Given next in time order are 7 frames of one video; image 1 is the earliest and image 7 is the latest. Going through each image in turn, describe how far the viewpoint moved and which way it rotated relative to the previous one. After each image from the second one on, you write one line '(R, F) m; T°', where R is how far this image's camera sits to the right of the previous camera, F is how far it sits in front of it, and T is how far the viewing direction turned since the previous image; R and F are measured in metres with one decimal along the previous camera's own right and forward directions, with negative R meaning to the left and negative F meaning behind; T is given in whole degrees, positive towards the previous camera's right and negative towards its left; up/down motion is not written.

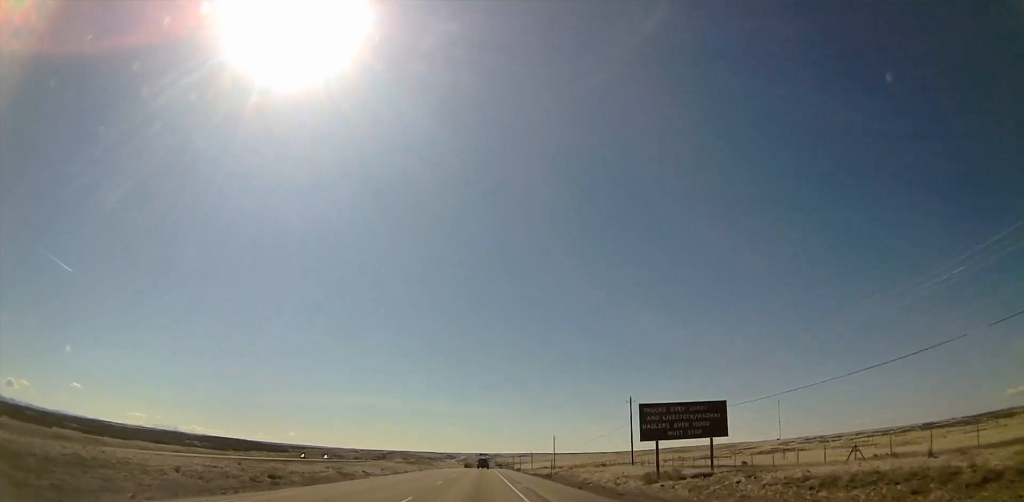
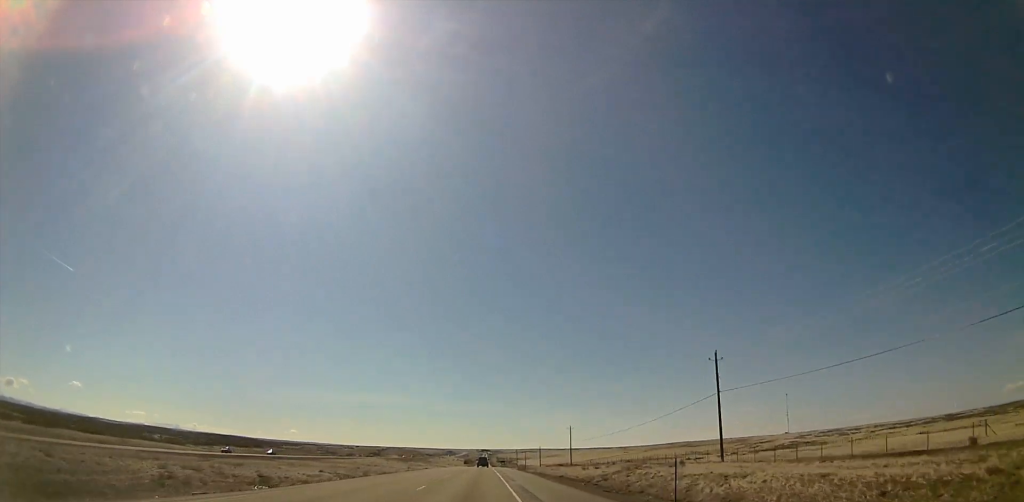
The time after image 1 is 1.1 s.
(0.0, +37.6) m; 0°
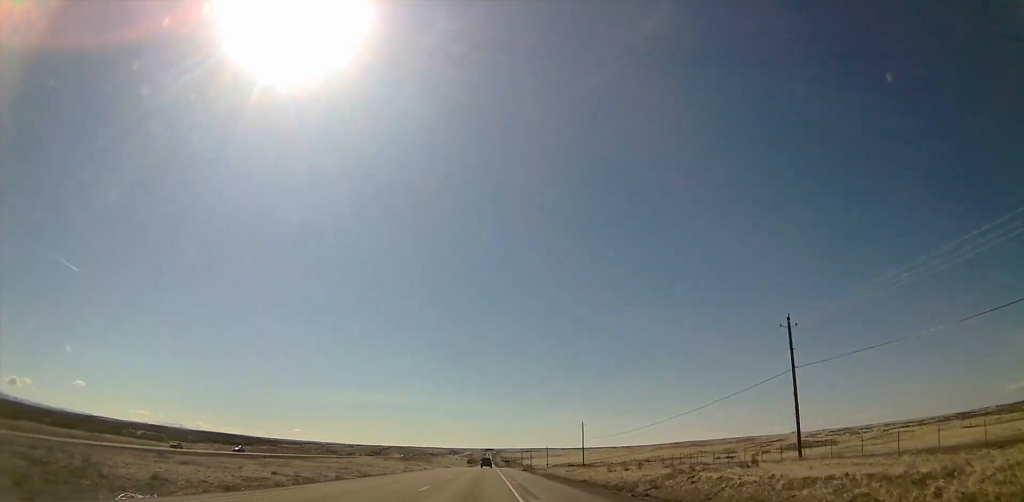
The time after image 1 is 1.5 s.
(0.0, +15.3) m; 0°
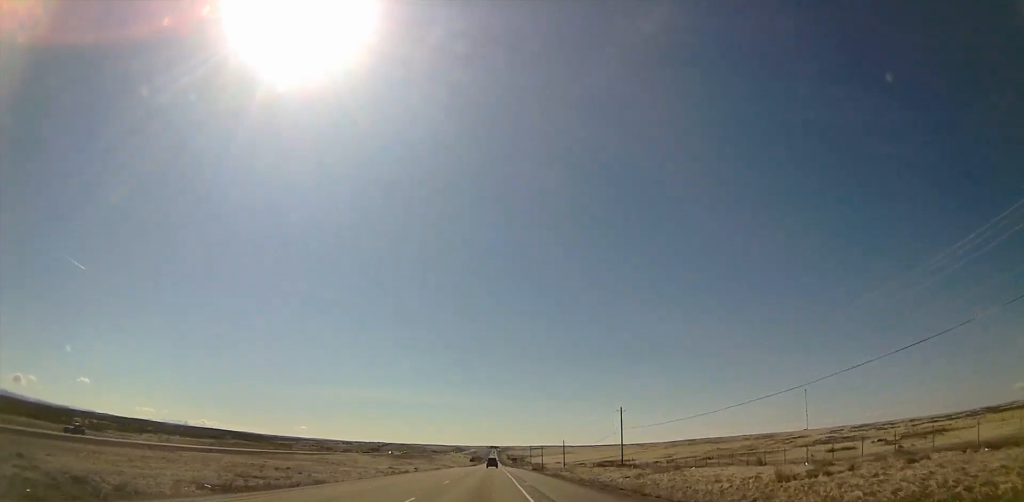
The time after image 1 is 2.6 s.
(0.0, +38.8) m; 0°
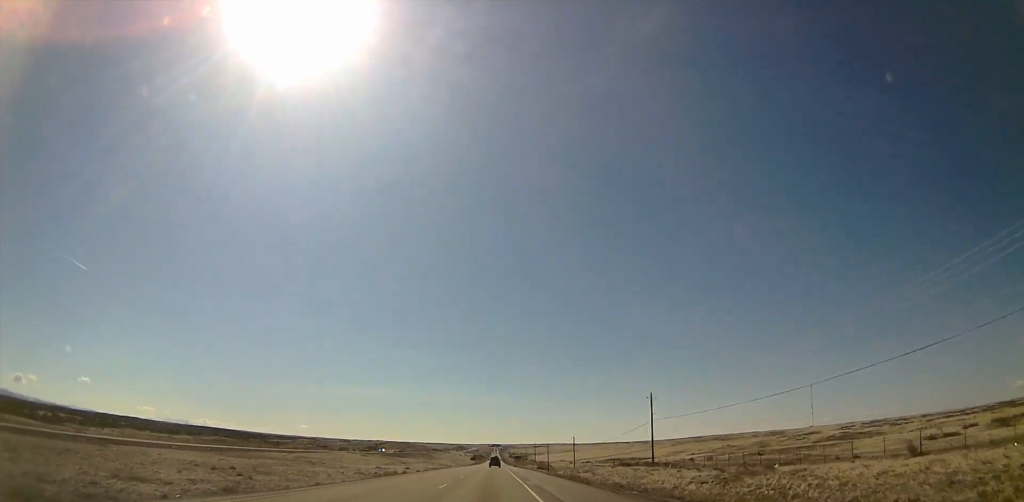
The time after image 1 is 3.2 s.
(0.0, +20.0) m; 0°
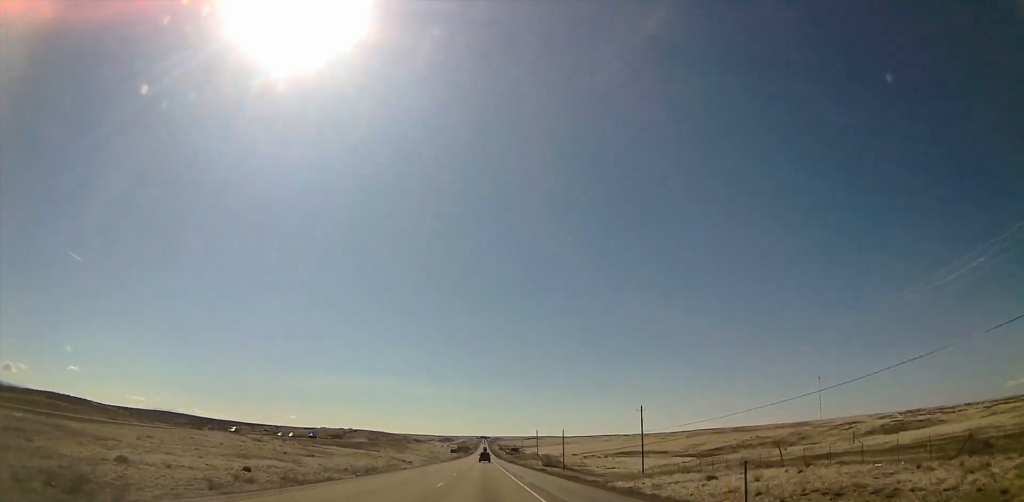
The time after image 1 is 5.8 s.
(0.0, +91.5) m; 0°
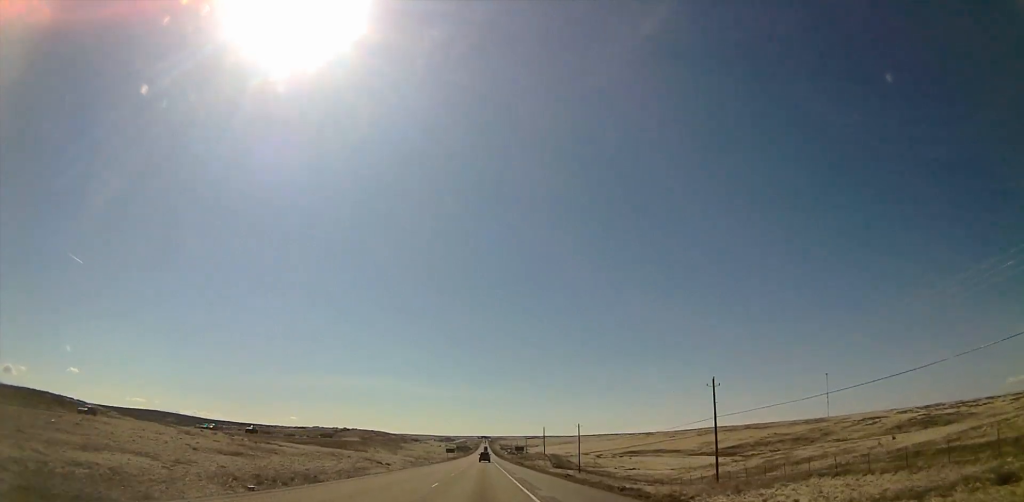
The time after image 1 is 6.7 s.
(0.0, +30.5) m; 0°
